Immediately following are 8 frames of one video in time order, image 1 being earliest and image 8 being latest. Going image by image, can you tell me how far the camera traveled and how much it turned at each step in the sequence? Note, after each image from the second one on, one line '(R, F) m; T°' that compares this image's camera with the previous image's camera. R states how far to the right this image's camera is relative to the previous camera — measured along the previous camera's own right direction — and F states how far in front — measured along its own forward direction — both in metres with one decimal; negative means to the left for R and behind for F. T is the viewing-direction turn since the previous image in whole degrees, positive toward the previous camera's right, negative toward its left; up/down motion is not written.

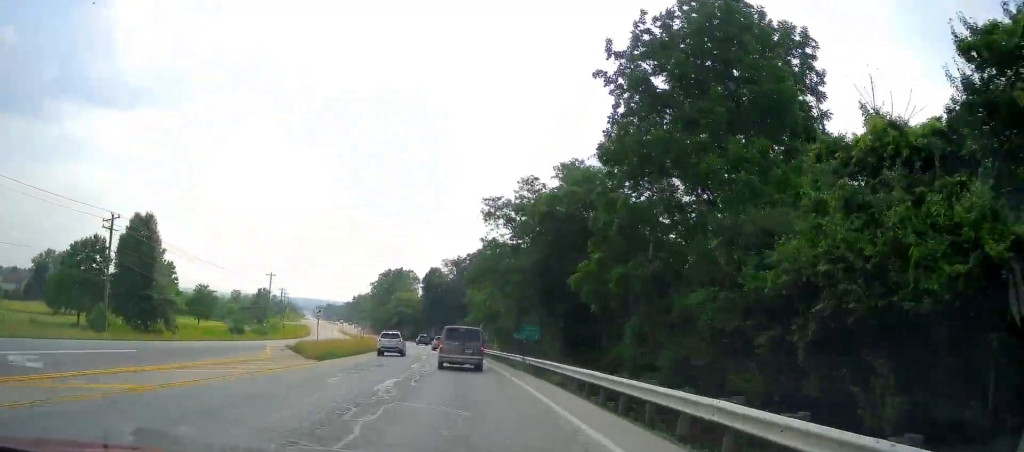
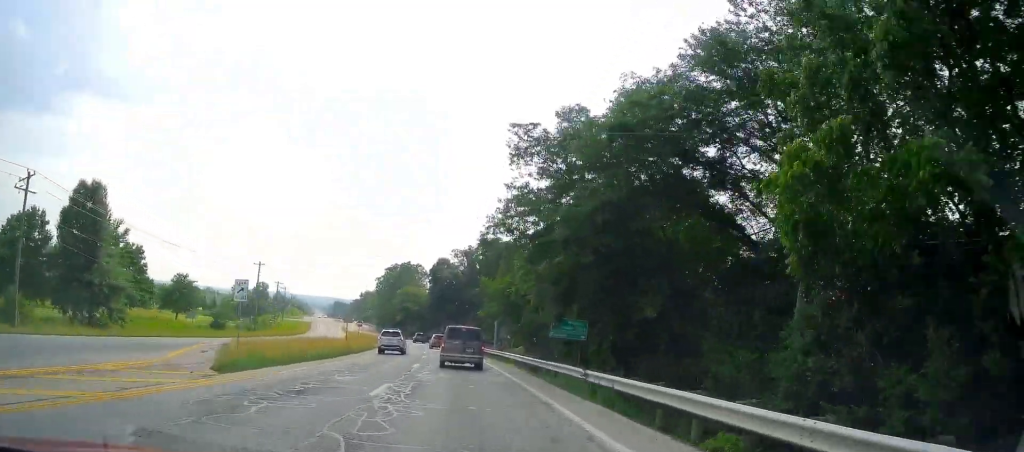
(-0.1, +13.7) m; -2°
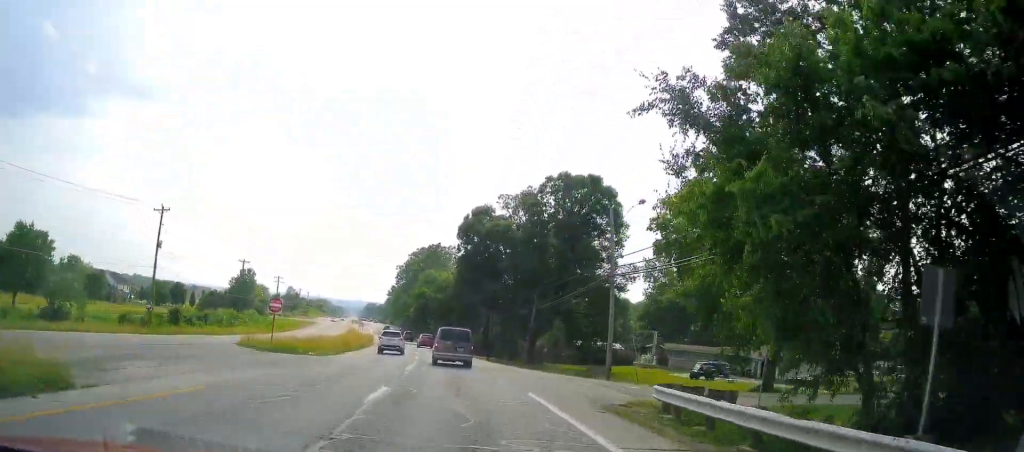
(-2.8, +50.8) m; -4°
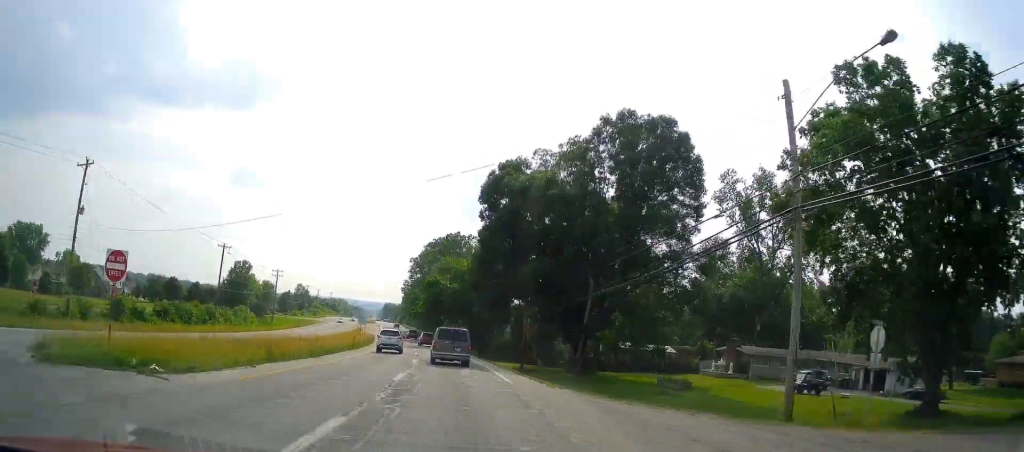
(0.0, +18.3) m; -1°
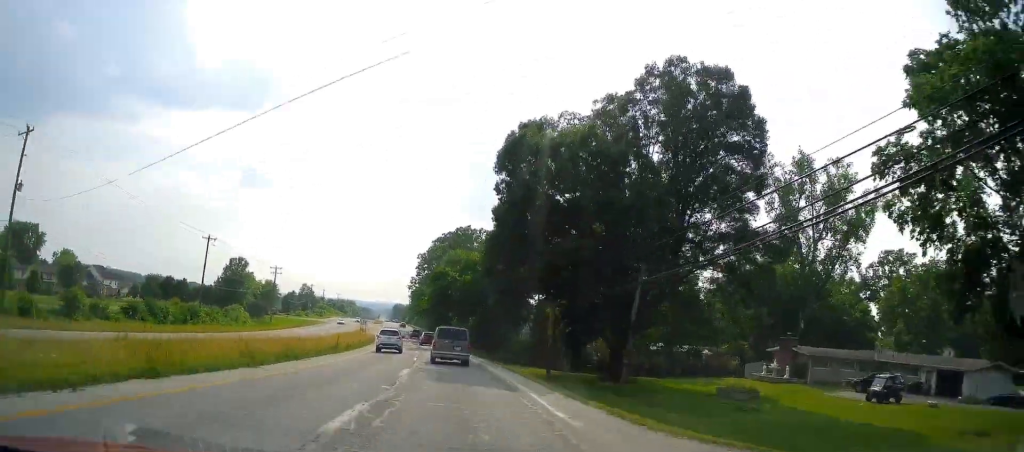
(+0.1, +9.5) m; -2°
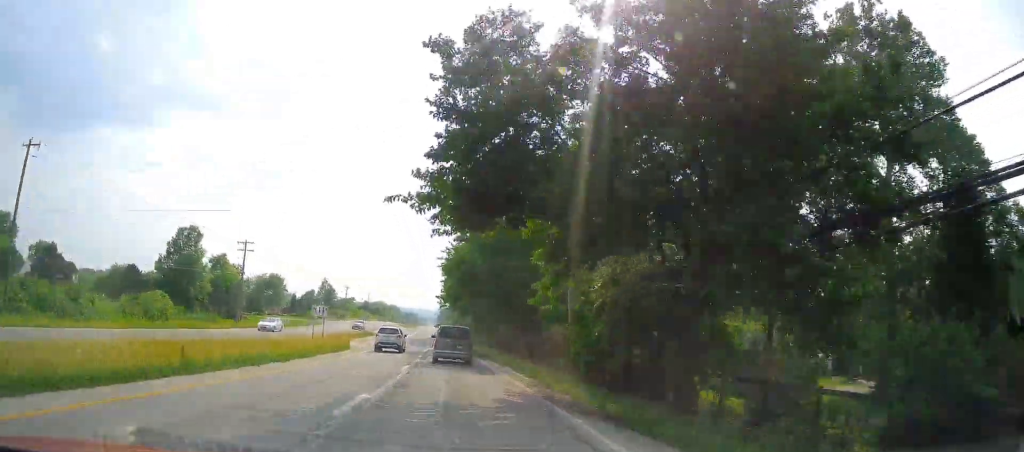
(-3.0, +47.4) m; -6°
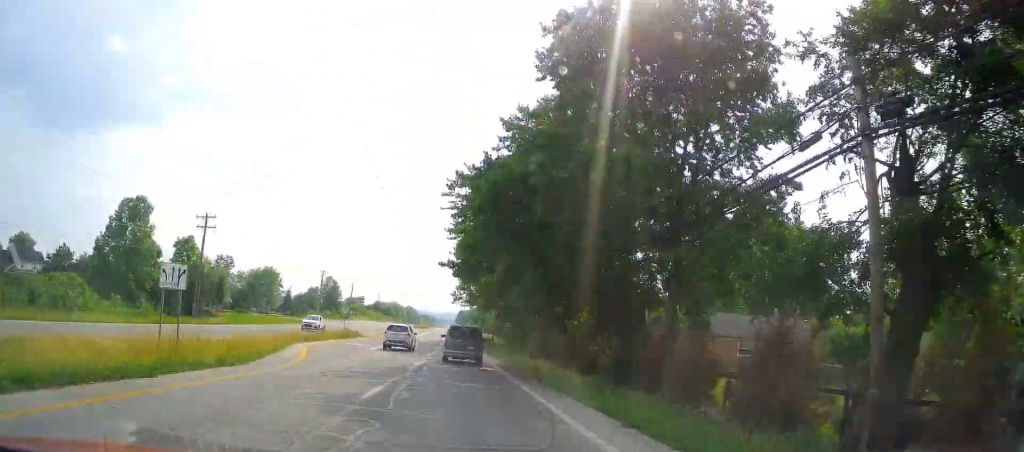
(-0.3, +22.4) m; -1°
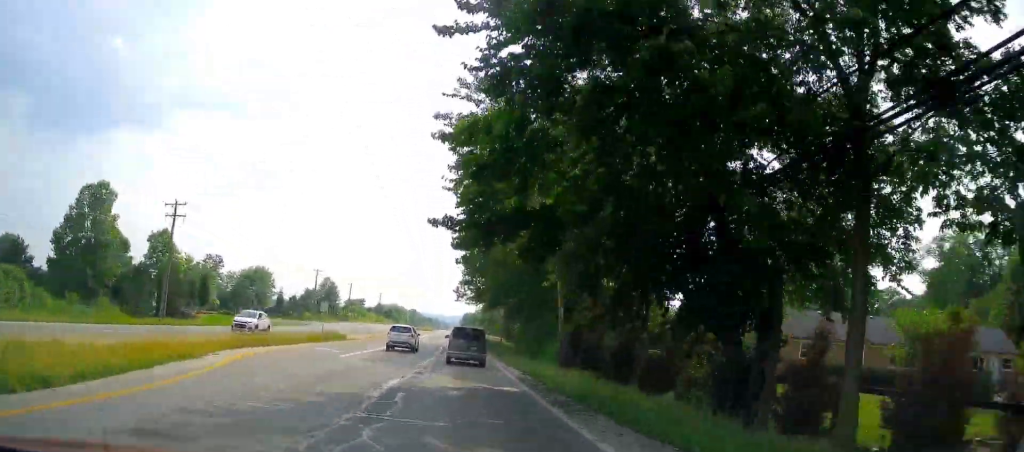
(-0.1, +10.1) m; -1°
